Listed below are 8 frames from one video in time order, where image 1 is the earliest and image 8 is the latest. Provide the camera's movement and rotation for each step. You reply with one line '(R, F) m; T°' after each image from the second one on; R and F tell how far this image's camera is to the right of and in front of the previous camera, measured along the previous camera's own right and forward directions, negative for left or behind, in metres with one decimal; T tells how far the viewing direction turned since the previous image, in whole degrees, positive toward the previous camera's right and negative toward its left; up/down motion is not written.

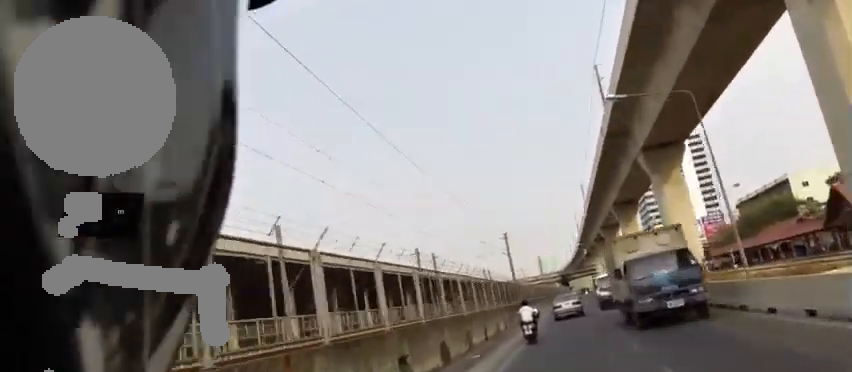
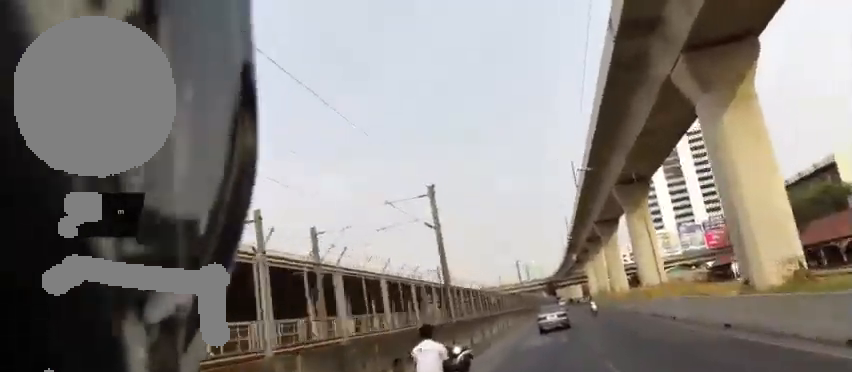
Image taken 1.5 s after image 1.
(-2.2, +25.2) m; -3°
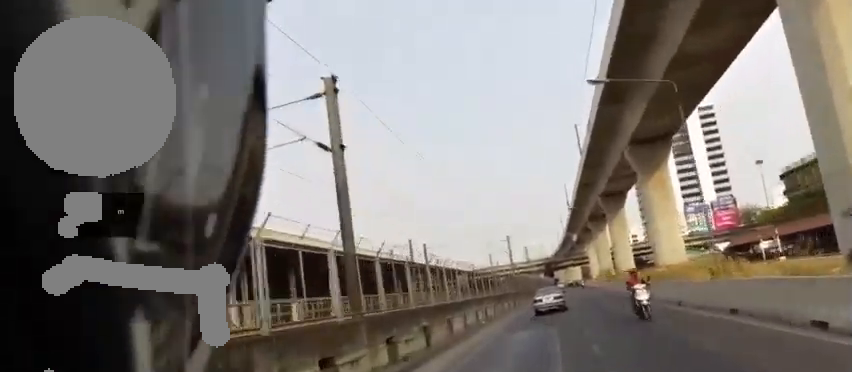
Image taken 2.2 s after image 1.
(-0.3, +11.4) m; +5°
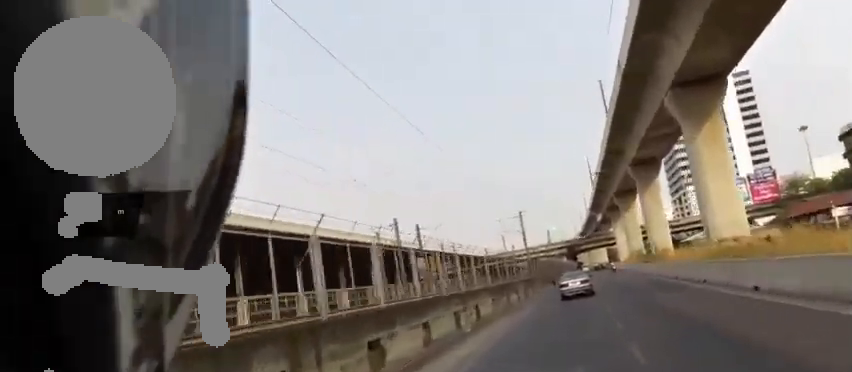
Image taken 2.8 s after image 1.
(+1.5, +10.3) m; +2°
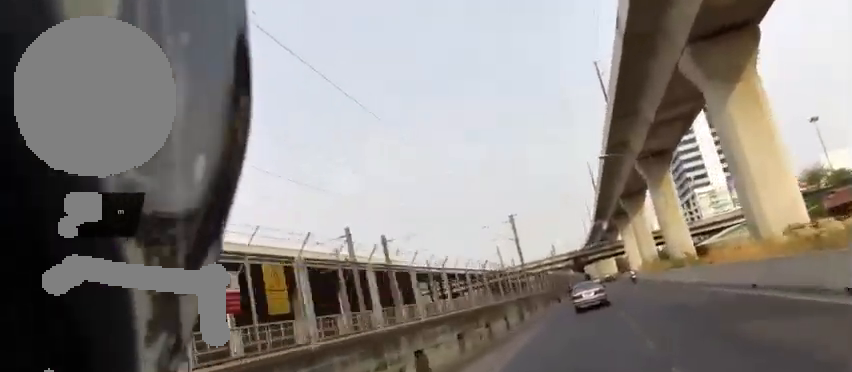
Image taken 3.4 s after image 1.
(+0.1, +9.4) m; -1°
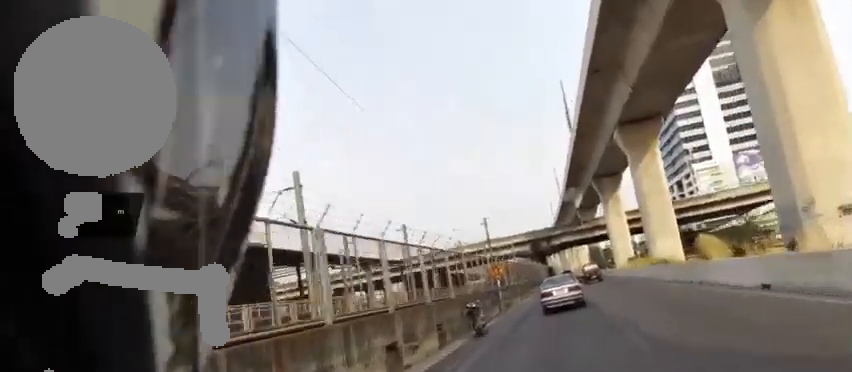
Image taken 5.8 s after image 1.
(-1.7, +44.5) m; +14°
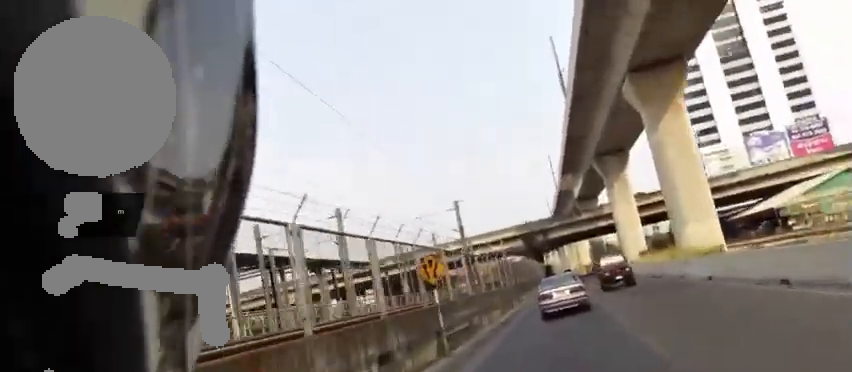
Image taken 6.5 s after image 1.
(+2.0, +13.4) m; -1°
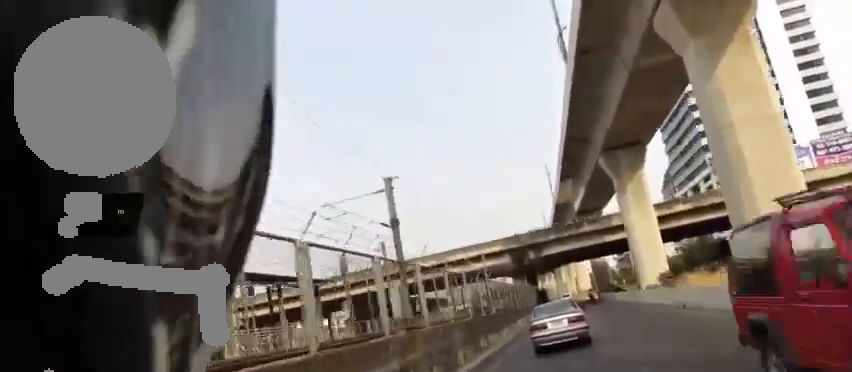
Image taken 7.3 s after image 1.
(+2.9, +14.6) m; -14°
